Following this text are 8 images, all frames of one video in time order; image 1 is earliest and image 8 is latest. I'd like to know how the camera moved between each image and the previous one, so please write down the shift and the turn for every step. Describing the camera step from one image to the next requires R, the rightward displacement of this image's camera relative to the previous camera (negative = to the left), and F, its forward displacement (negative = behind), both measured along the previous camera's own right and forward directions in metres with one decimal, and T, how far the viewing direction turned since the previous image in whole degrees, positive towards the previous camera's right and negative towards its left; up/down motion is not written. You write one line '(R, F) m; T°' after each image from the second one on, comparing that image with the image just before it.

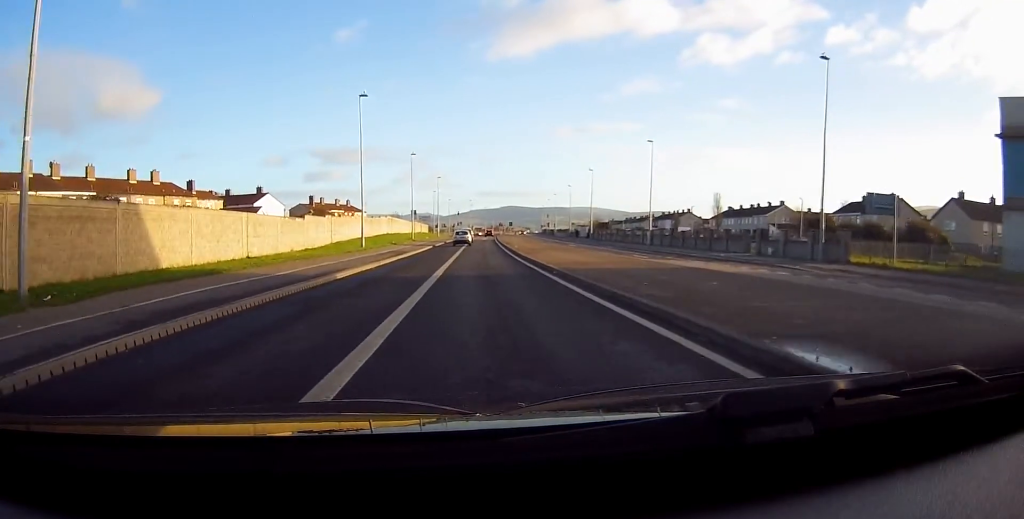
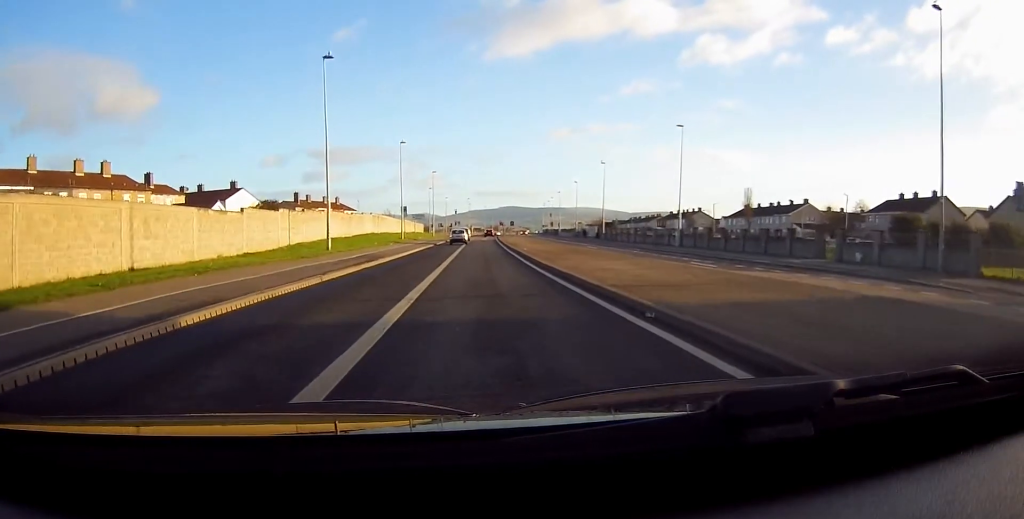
(-0.2, +11.8) m; 0°
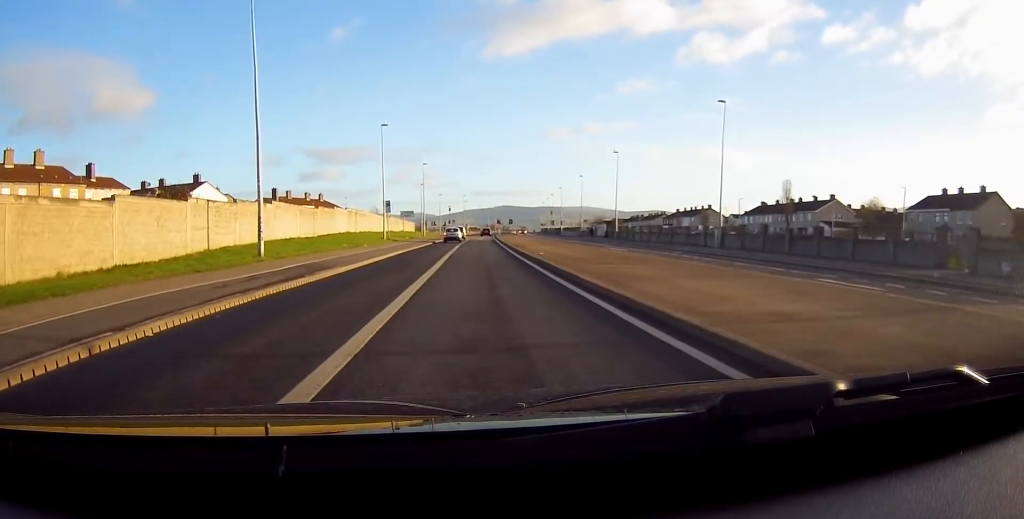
(+0.1, +11.8) m; +1°
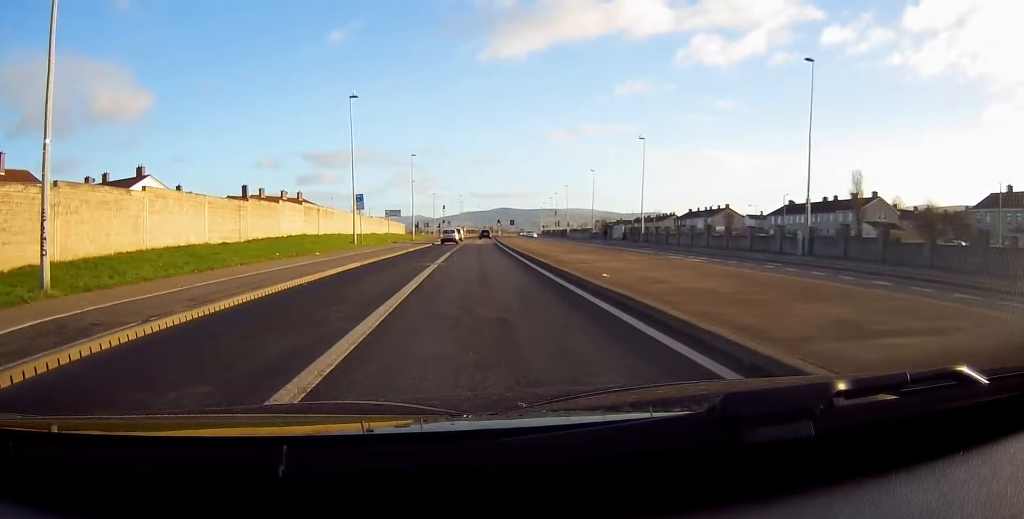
(+0.1, +14.9) m; +1°
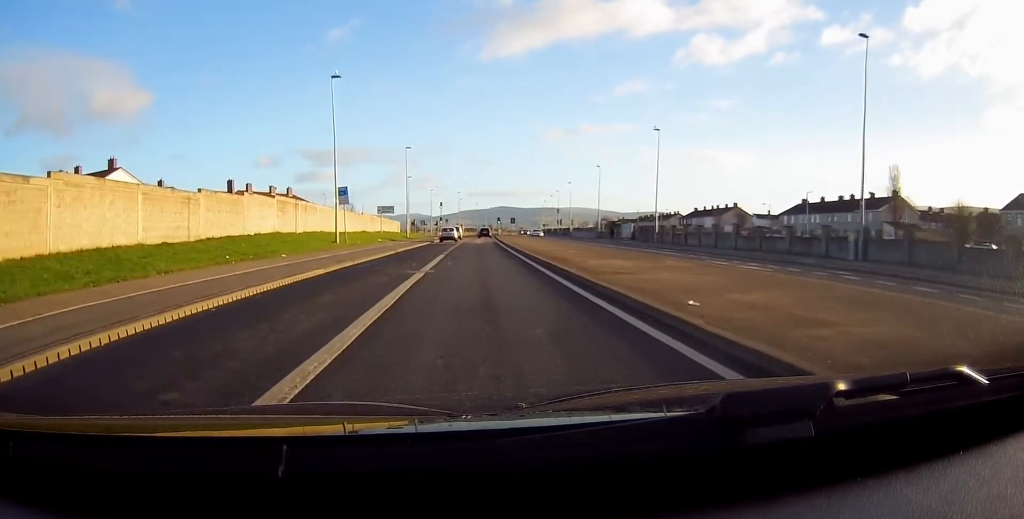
(+0.1, +6.1) m; +1°
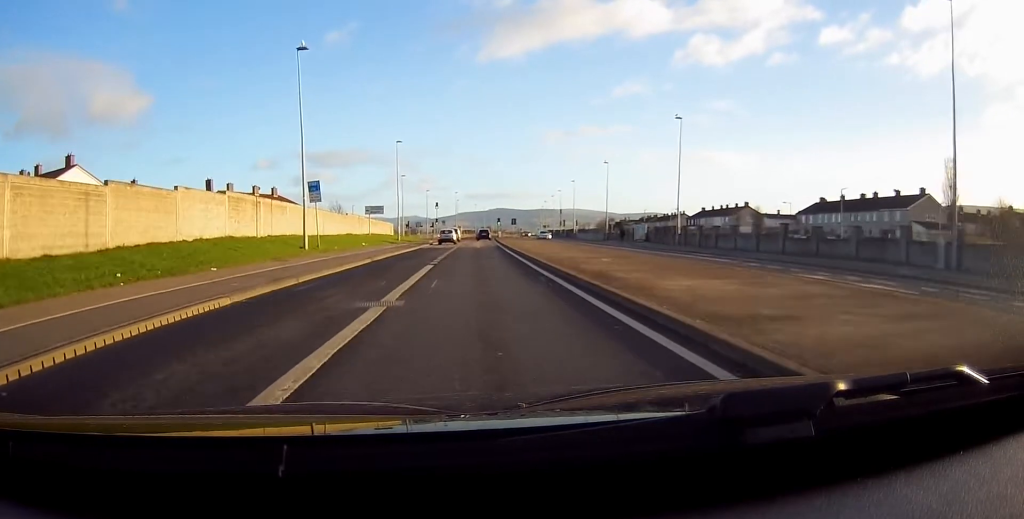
(+0.1, +7.9) m; 0°
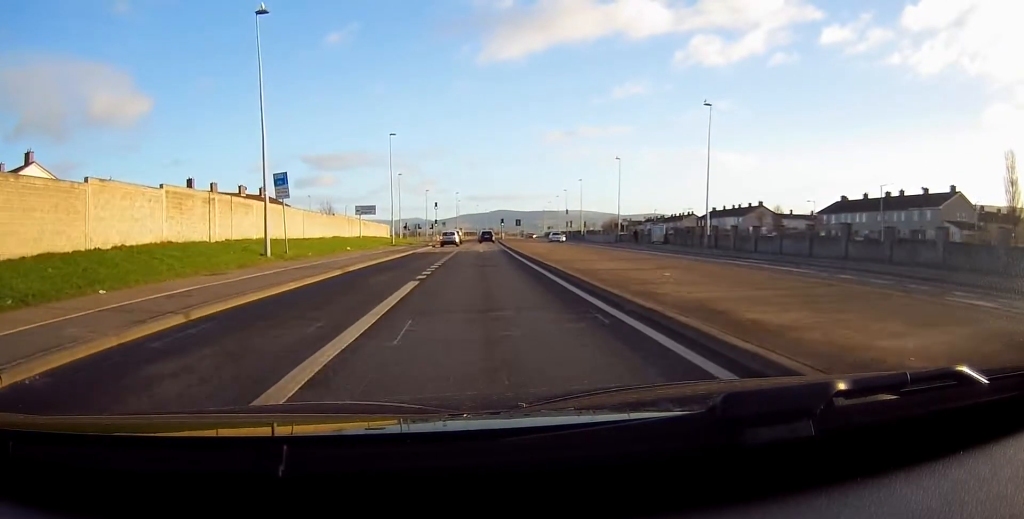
(+0.1, +7.3) m; -1°
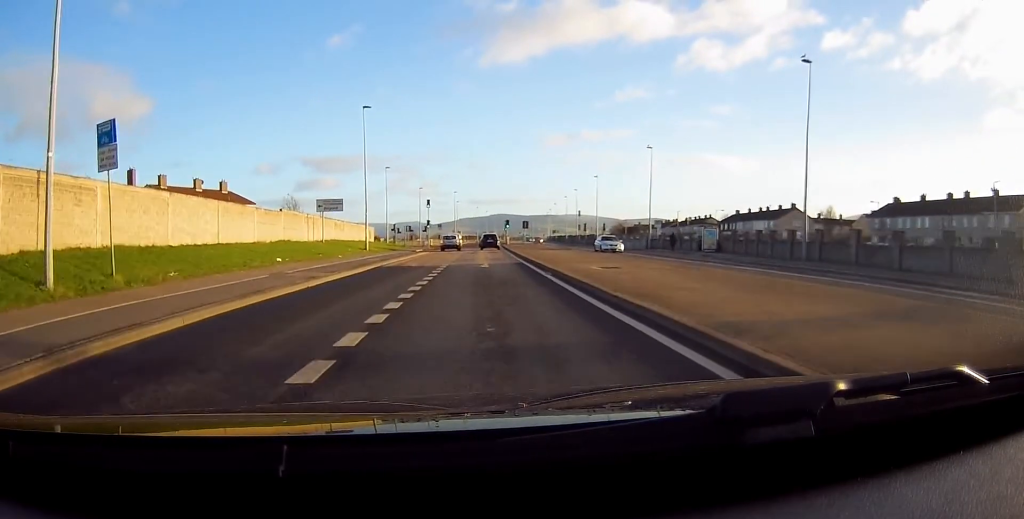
(-0.3, +16.8) m; +1°
